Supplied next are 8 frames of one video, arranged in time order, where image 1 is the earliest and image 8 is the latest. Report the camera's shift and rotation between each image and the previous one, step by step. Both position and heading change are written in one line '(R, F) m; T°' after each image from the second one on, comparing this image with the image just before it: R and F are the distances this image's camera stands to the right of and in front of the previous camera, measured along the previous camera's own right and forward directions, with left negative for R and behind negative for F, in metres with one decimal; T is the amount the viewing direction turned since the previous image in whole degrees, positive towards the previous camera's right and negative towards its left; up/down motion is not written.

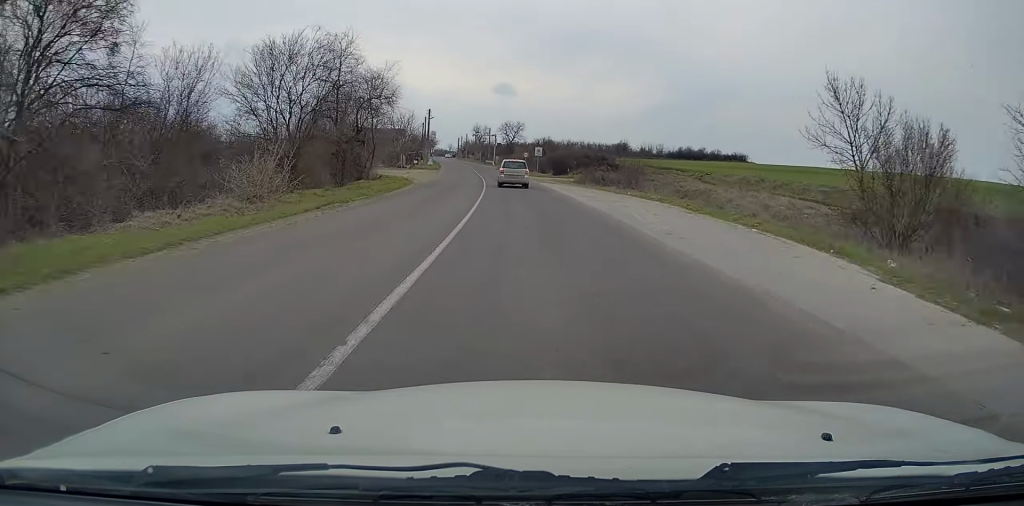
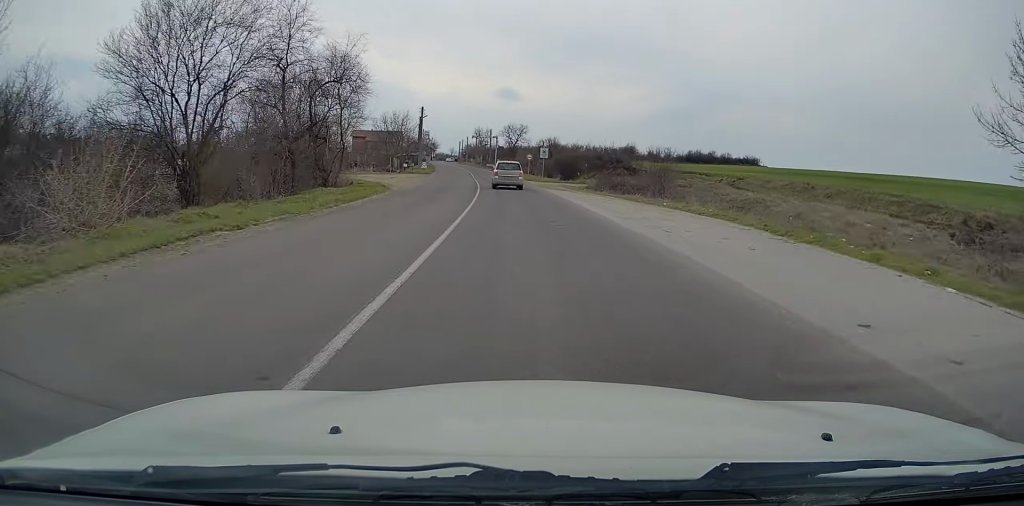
(+0.1, +8.5) m; -1°
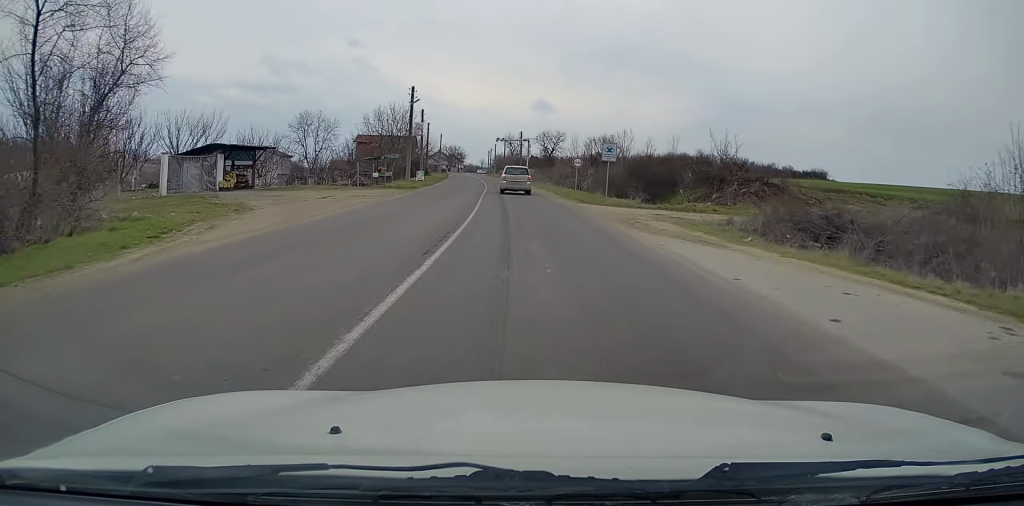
(-0.8, +26.1) m; -3°
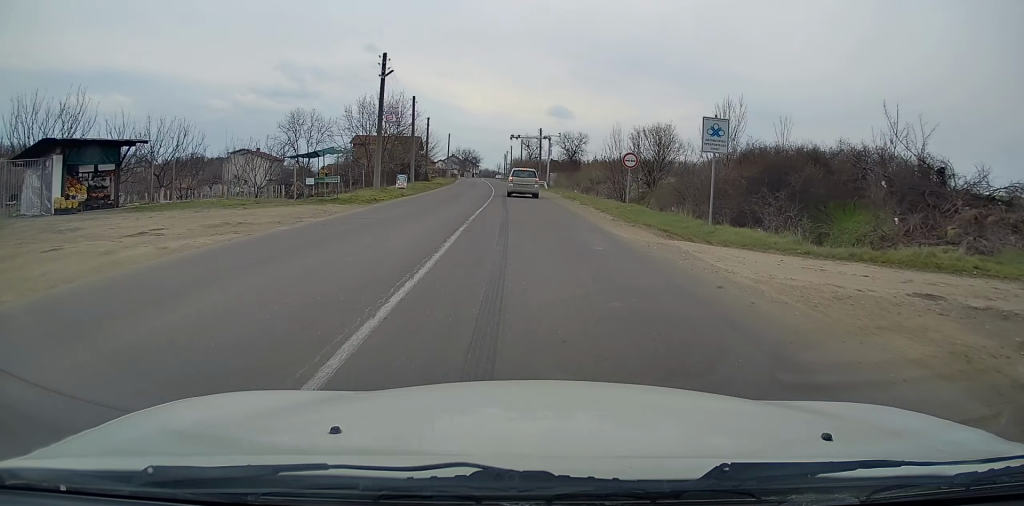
(-0.2, +15.6) m; -1°
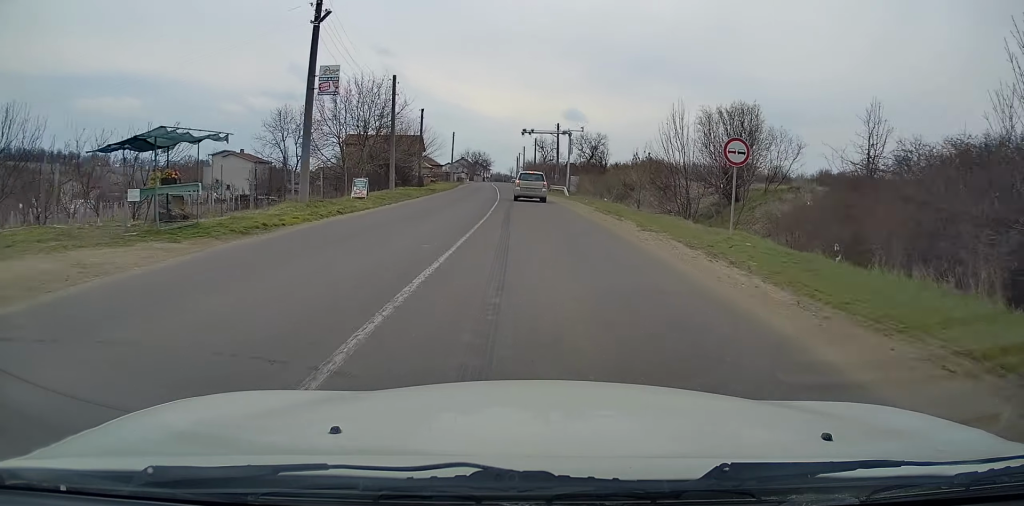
(0.0, +13.0) m; 0°
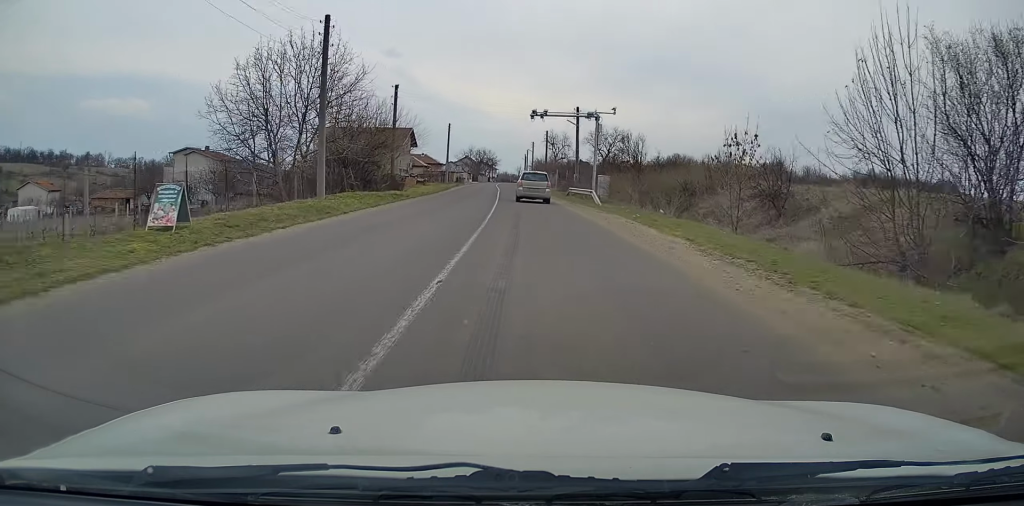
(-0.1, +15.8) m; -1°
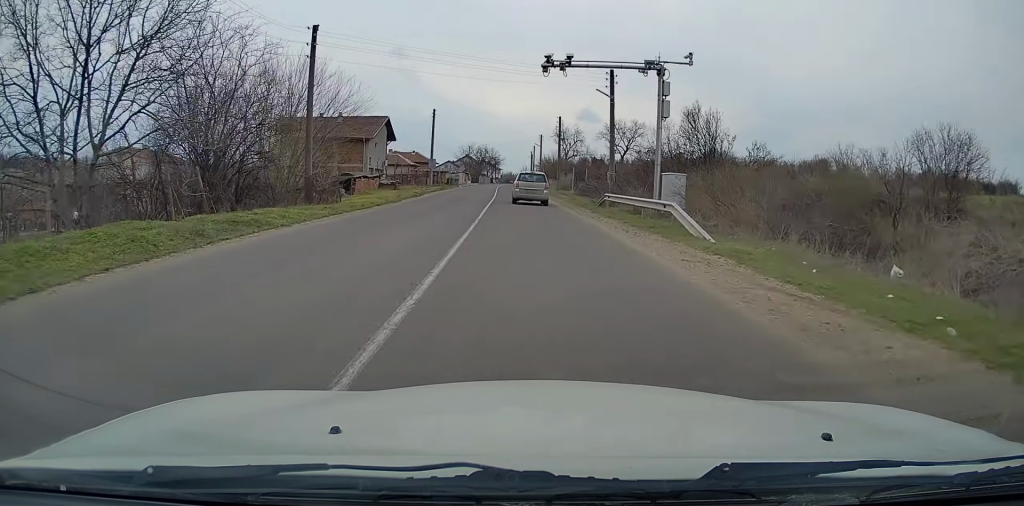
(-0.3, +18.7) m; -1°
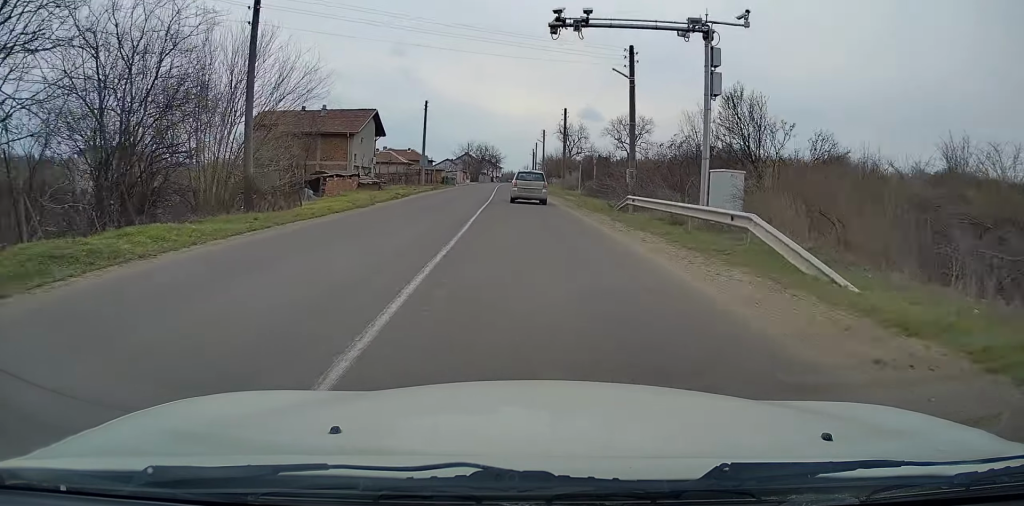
(0.0, +6.1) m; 0°
